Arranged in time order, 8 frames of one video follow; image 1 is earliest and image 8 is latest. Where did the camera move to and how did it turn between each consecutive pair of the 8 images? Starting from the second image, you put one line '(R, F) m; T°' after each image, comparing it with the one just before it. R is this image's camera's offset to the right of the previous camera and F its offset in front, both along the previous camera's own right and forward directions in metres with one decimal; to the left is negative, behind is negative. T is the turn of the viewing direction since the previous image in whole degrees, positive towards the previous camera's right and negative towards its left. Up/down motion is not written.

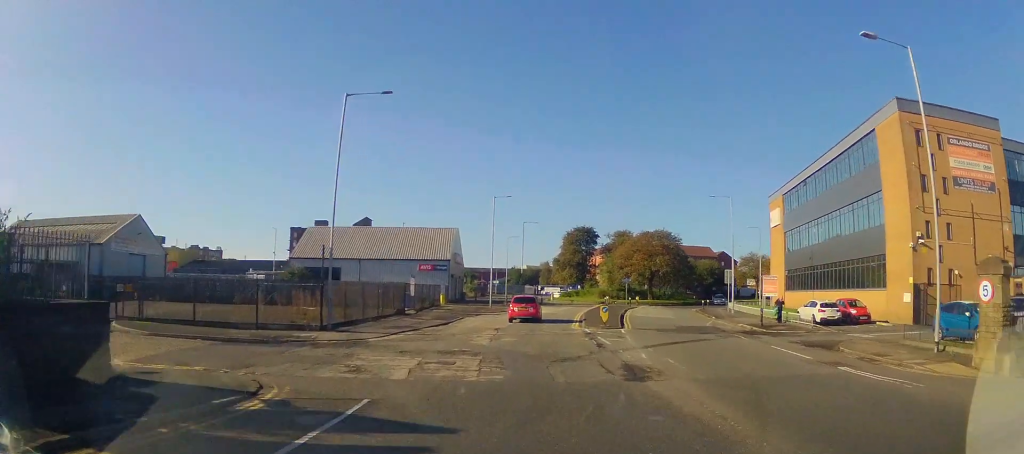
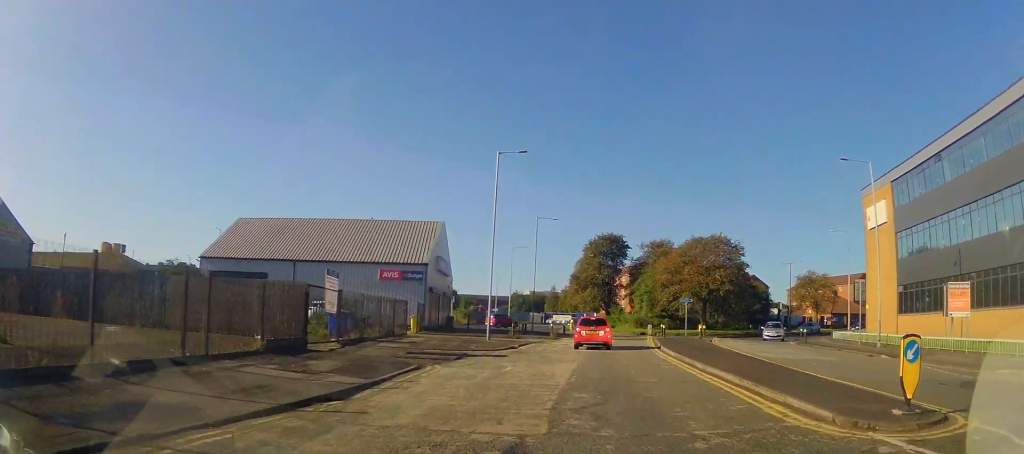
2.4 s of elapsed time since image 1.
(-1.0, +20.3) m; +2°
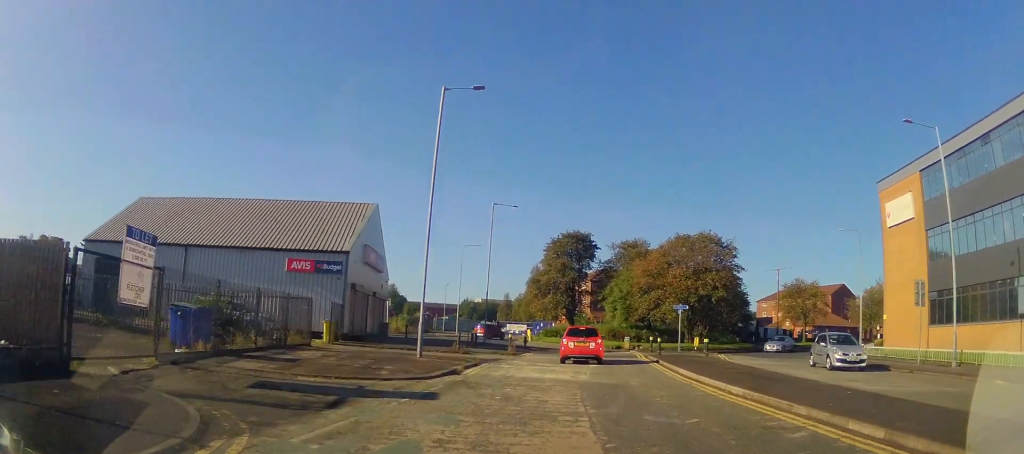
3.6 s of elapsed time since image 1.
(+0.8, +9.2) m; +6°
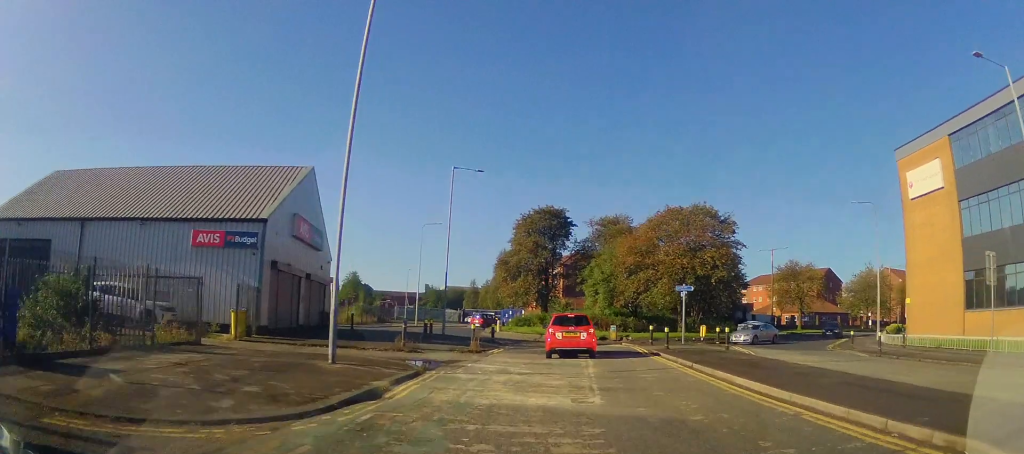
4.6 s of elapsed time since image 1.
(0.0, +6.8) m; 0°
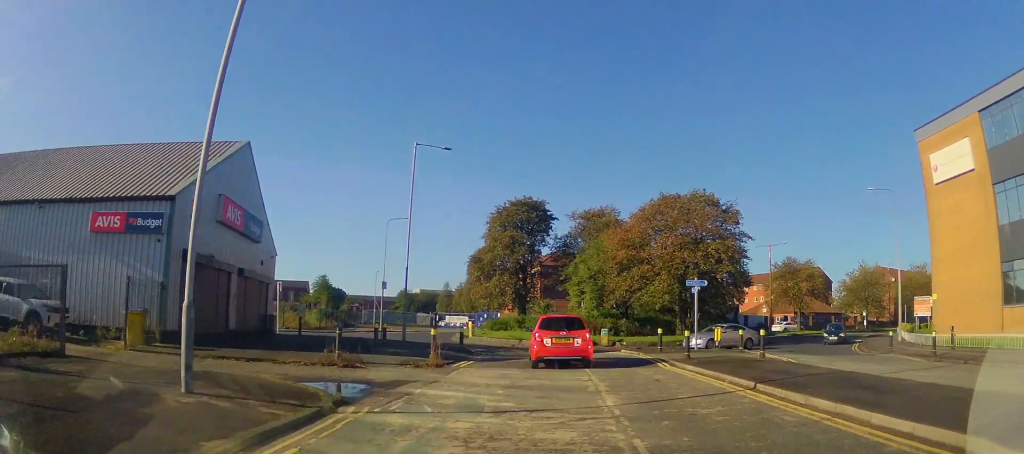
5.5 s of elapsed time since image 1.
(0.0, +5.5) m; -1°
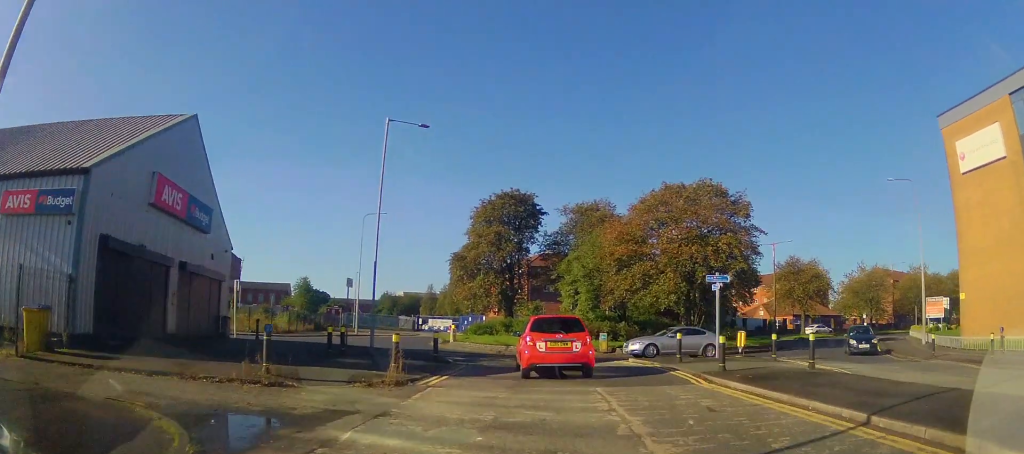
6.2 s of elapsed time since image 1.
(-0.2, +4.2) m; +1°
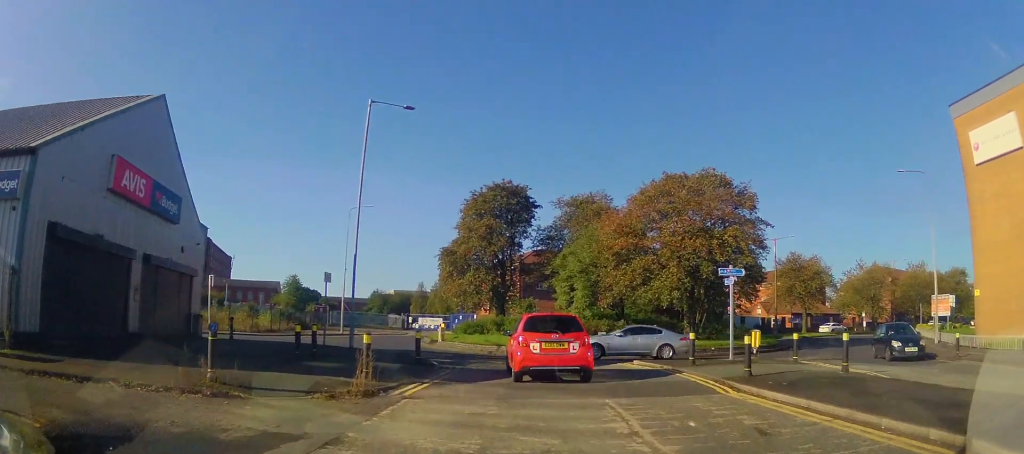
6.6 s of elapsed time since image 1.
(+0.2, +2.0) m; +4°
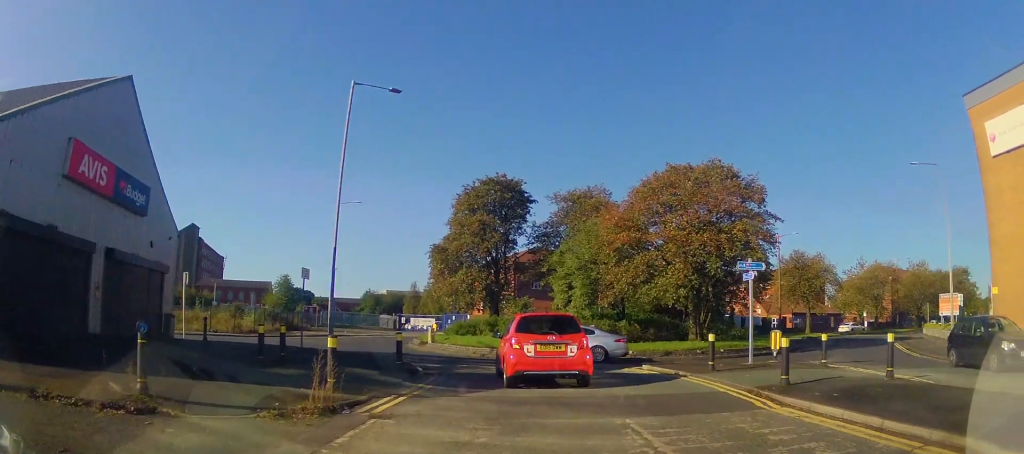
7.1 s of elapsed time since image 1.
(0.0, +2.3) m; +5°
